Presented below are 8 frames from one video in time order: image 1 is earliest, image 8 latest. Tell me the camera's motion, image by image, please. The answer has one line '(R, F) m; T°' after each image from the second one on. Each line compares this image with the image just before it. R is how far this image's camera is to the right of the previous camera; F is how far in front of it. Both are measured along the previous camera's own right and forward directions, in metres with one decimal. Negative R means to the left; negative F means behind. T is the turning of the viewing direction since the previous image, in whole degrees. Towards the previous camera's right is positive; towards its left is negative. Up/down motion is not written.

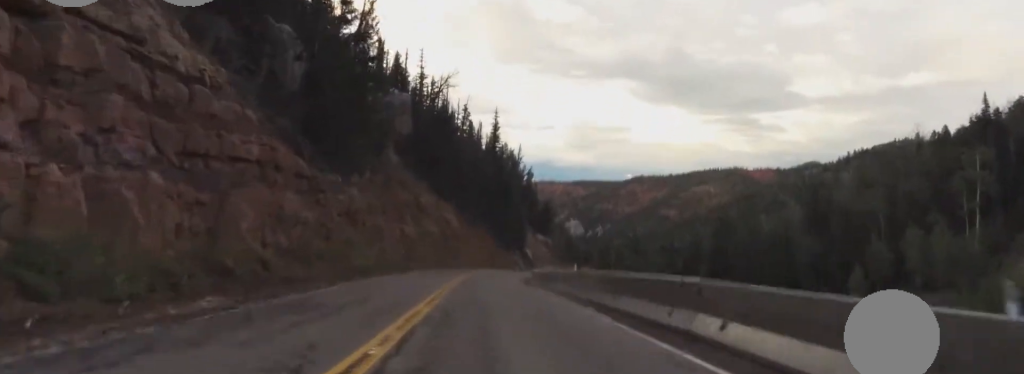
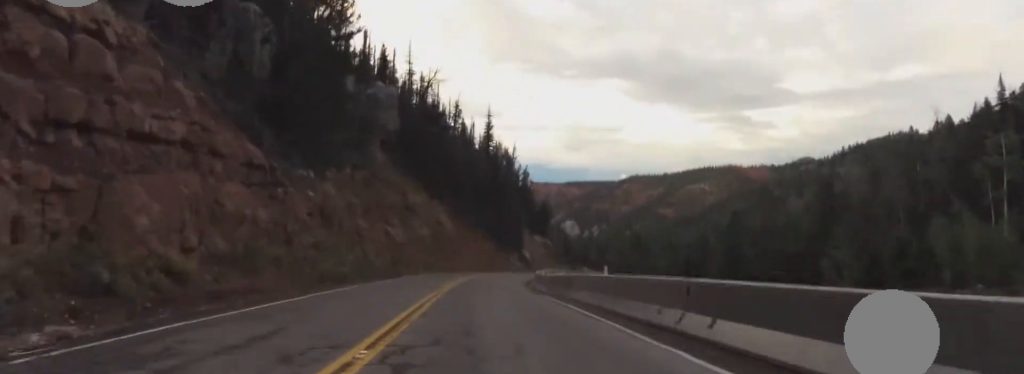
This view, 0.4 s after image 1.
(-0.2, +6.3) m; 0°
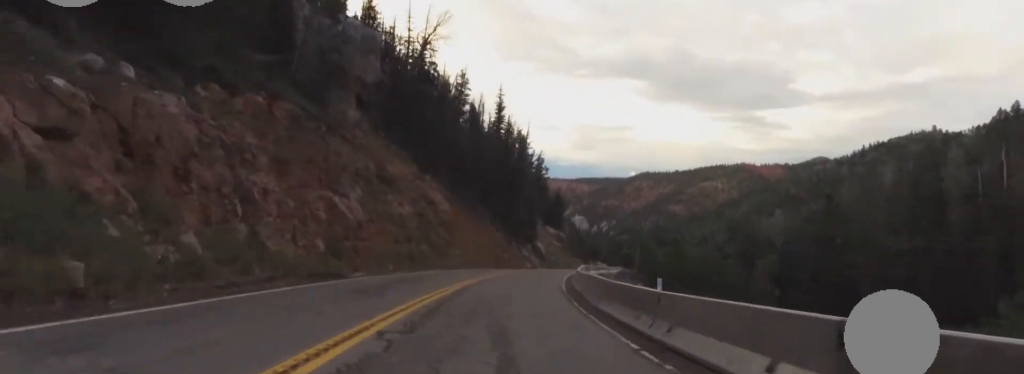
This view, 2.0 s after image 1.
(+0.4, +22.8) m; +2°
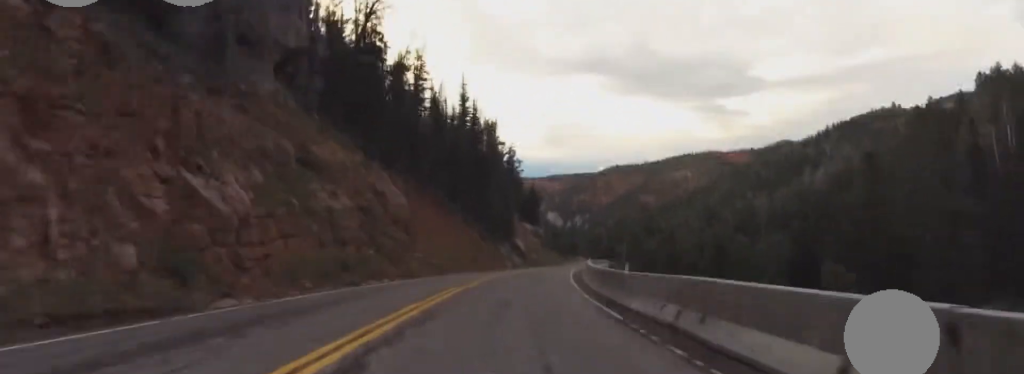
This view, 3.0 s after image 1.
(-0.1, +13.7) m; -1°
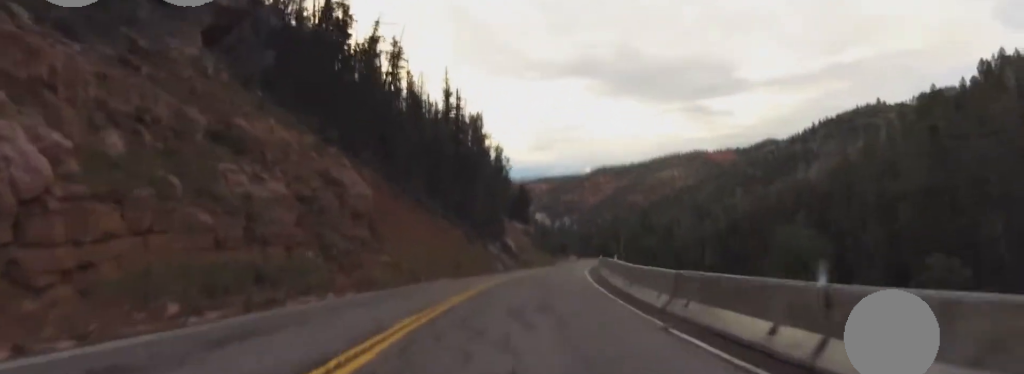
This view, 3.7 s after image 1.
(-0.3, +10.1) m; 0°
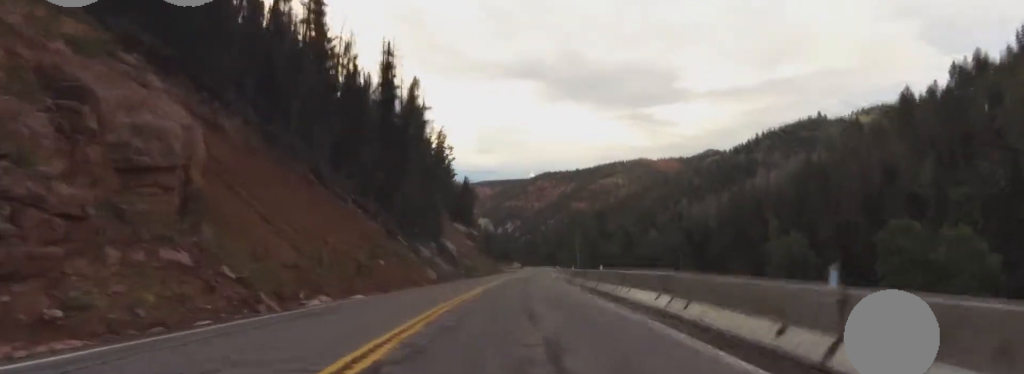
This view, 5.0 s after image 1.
(+0.9, +18.9) m; +6°
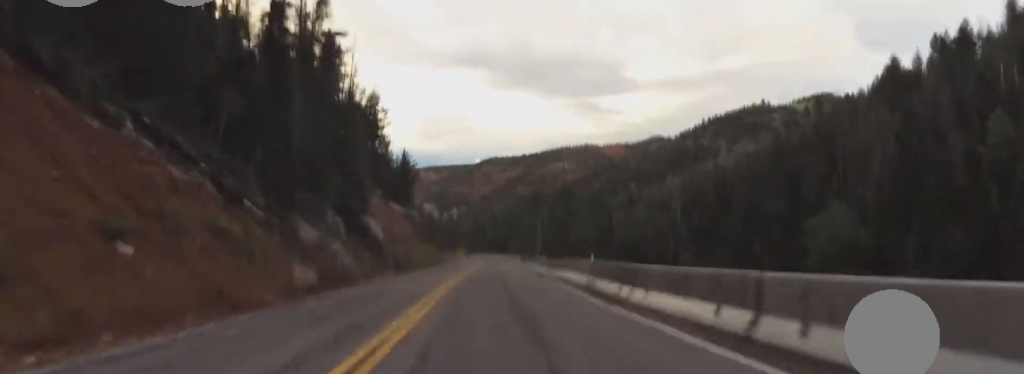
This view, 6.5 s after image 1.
(-0.5, +22.8) m; -1°
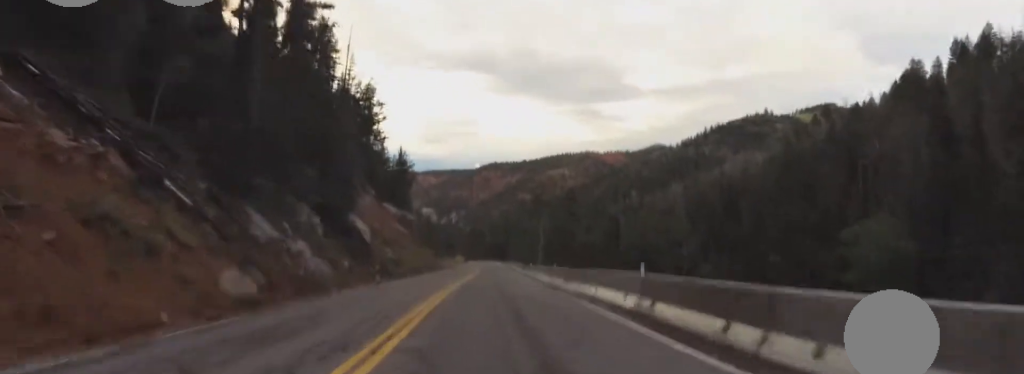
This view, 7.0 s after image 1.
(-0.2, +6.6) m; +2°
